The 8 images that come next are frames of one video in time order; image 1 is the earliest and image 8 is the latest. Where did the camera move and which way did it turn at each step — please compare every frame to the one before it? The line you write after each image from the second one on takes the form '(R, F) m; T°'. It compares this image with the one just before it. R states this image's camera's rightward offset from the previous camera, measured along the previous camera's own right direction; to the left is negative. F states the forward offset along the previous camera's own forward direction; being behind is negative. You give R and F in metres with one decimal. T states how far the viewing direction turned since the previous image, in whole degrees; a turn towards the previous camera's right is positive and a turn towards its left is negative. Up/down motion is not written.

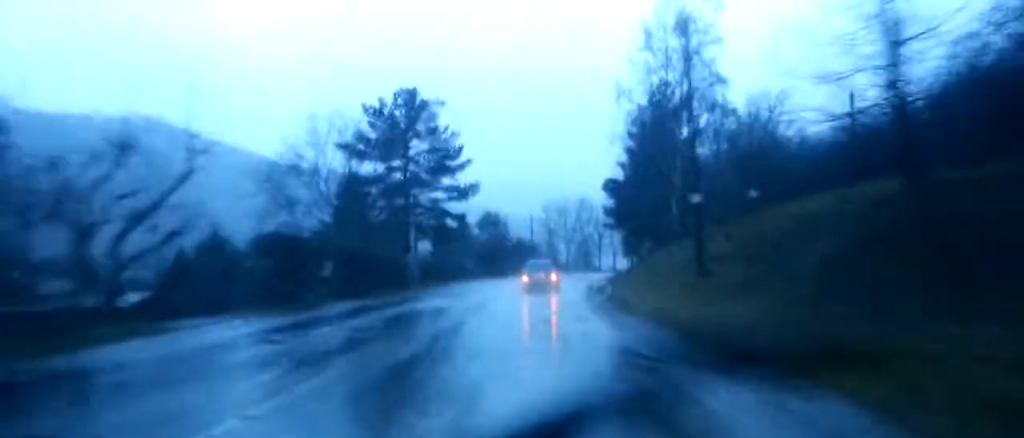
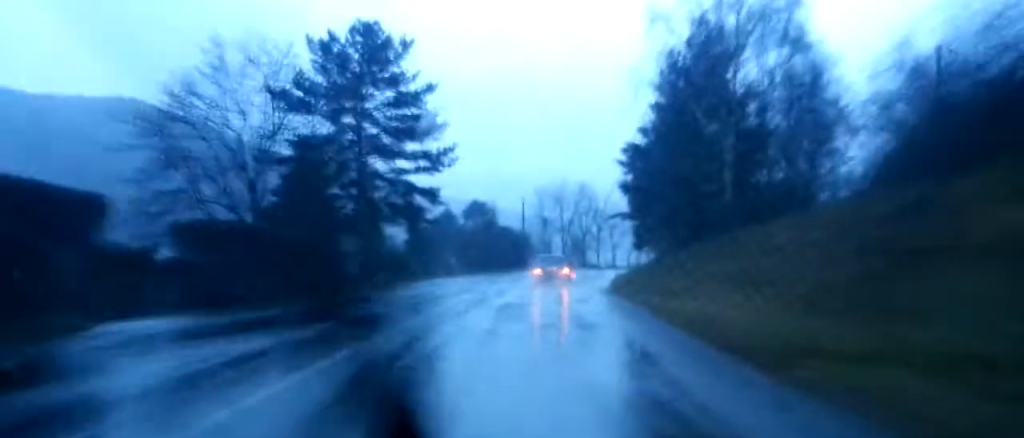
(0.0, +15.2) m; 0°
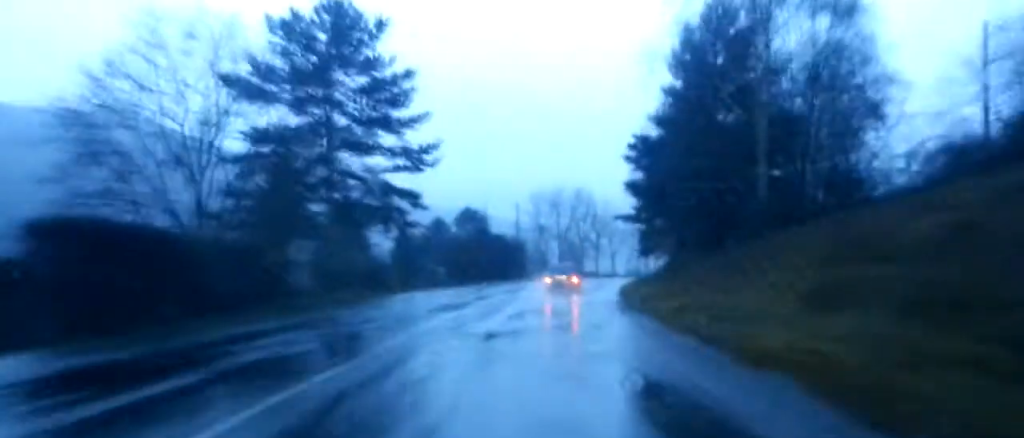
(0.0, +6.3) m; 0°
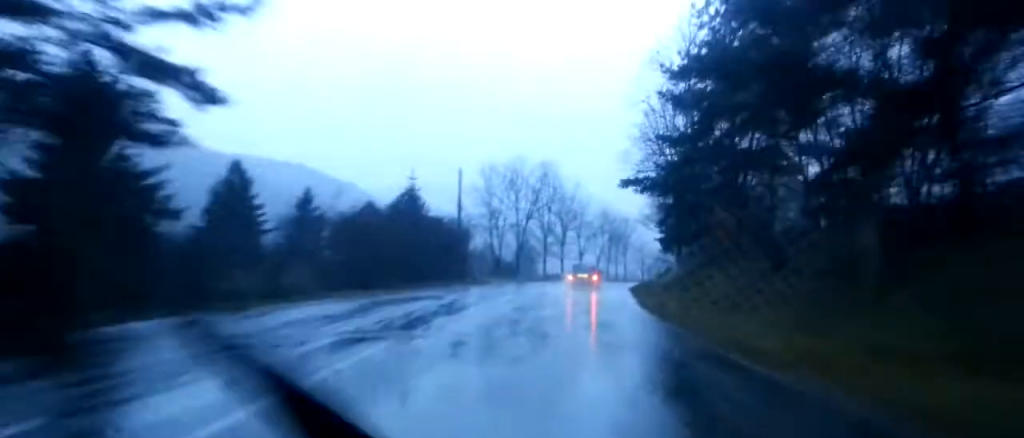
(+0.3, +25.2) m; +2°
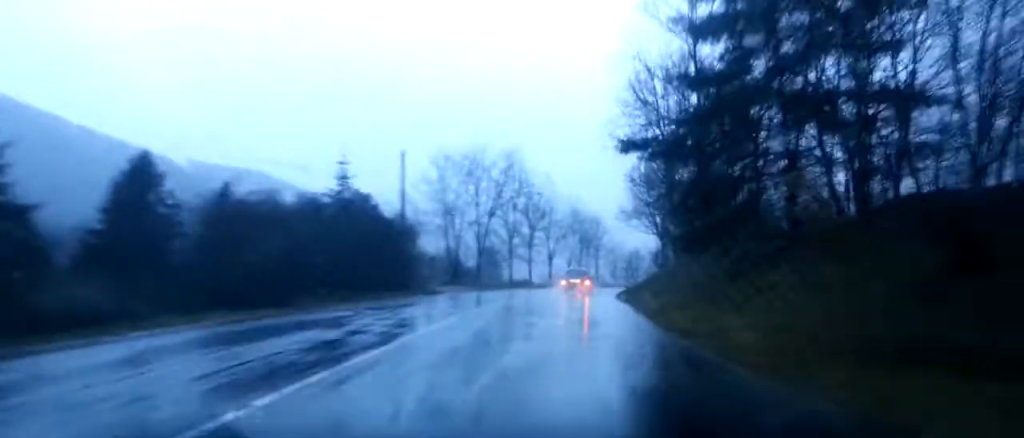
(+0.1, +10.8) m; +1°
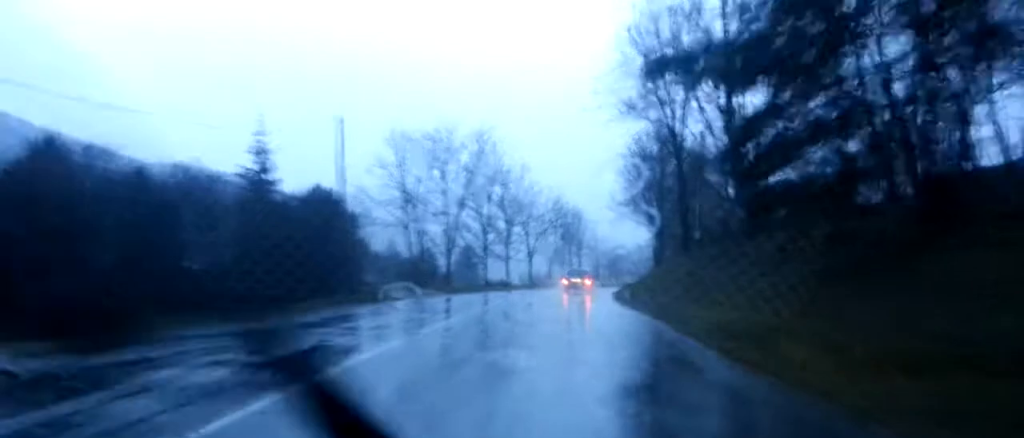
(-0.2, +8.9) m; +1°
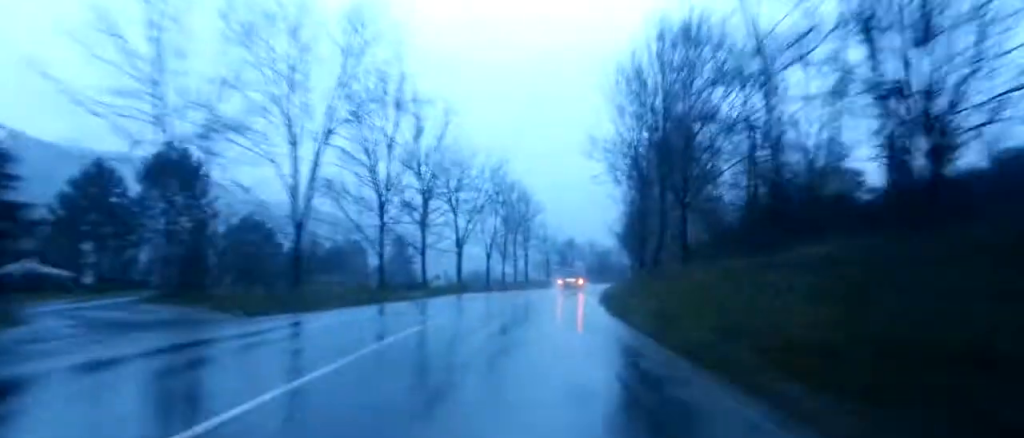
(+2.0, +24.6) m; +7°
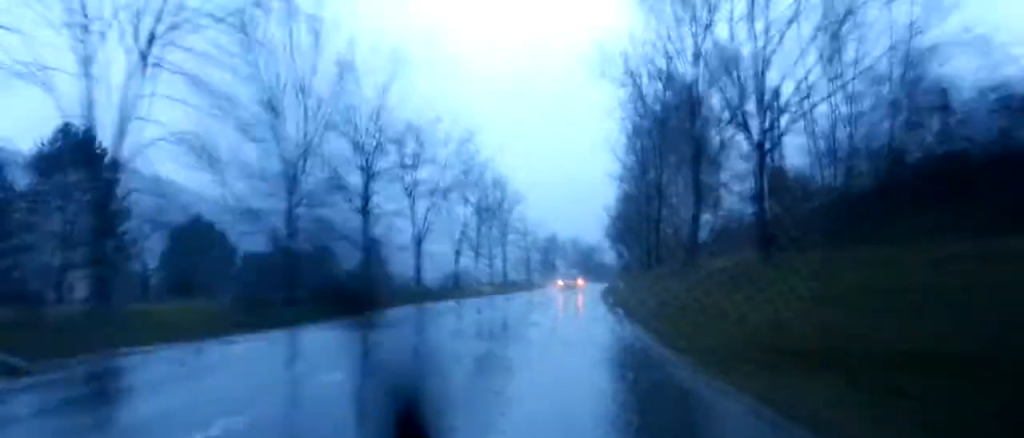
(+0.1, +12.4) m; 0°
